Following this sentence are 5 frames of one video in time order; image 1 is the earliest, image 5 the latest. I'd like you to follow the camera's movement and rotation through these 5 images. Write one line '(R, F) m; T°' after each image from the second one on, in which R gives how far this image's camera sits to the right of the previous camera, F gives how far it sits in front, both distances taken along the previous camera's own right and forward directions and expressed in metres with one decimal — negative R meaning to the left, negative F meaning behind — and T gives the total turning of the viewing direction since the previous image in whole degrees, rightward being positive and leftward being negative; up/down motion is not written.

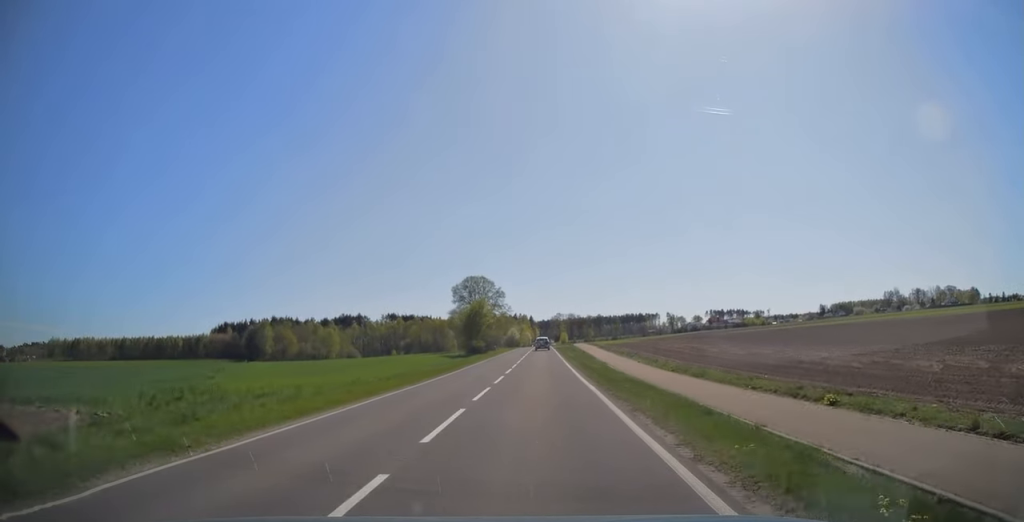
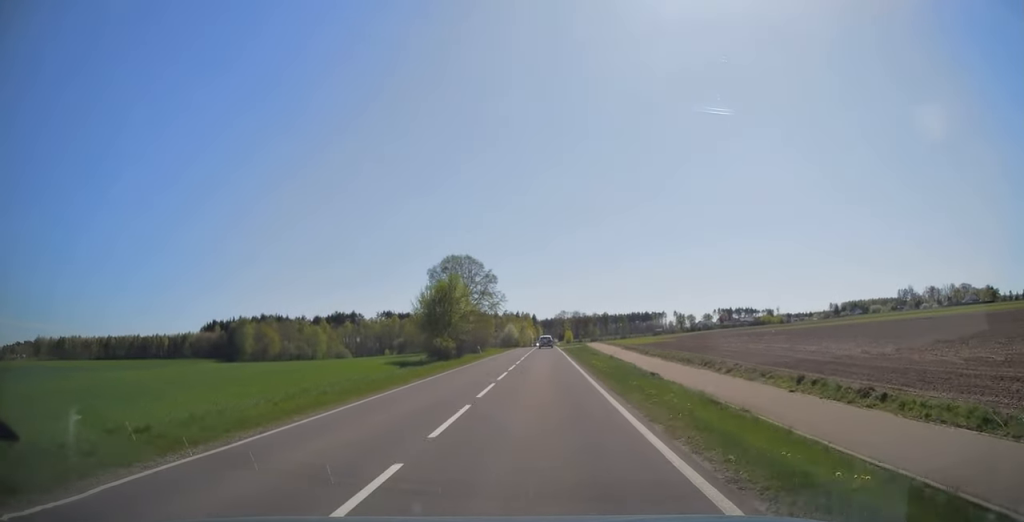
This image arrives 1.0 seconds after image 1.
(-0.1, +23.6) m; 0°
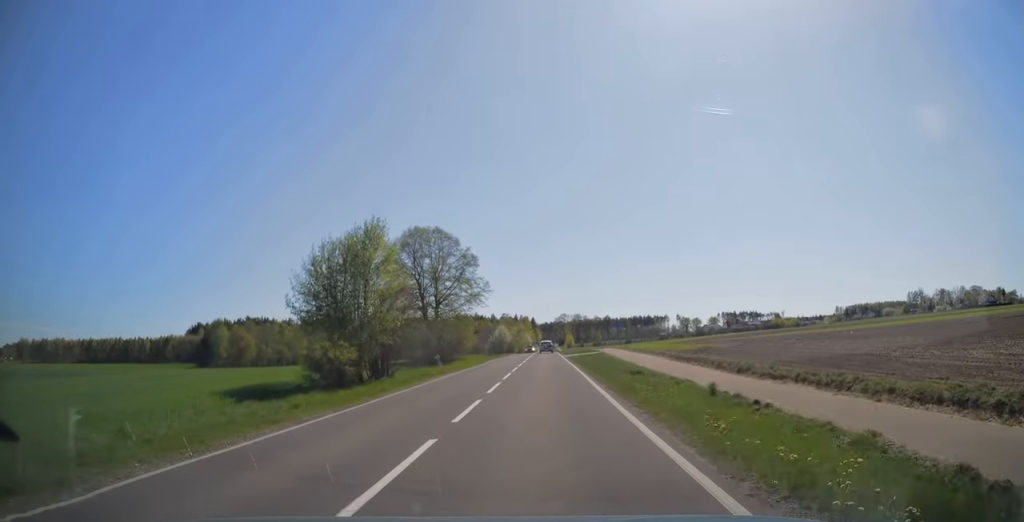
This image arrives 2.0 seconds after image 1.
(0.0, +21.8) m; 0°
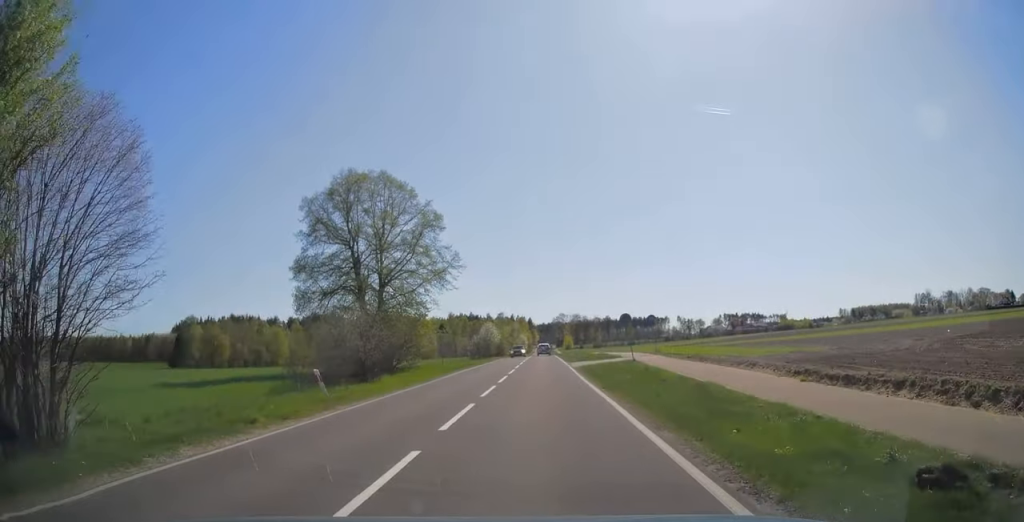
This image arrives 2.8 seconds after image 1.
(0.0, +18.8) m; 0°
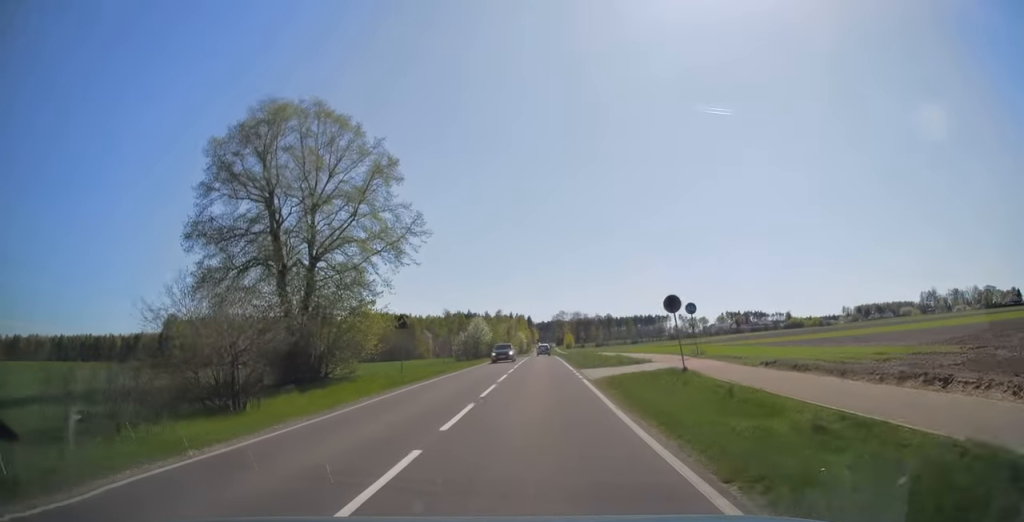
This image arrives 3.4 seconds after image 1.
(0.0, +11.7) m; 0°
